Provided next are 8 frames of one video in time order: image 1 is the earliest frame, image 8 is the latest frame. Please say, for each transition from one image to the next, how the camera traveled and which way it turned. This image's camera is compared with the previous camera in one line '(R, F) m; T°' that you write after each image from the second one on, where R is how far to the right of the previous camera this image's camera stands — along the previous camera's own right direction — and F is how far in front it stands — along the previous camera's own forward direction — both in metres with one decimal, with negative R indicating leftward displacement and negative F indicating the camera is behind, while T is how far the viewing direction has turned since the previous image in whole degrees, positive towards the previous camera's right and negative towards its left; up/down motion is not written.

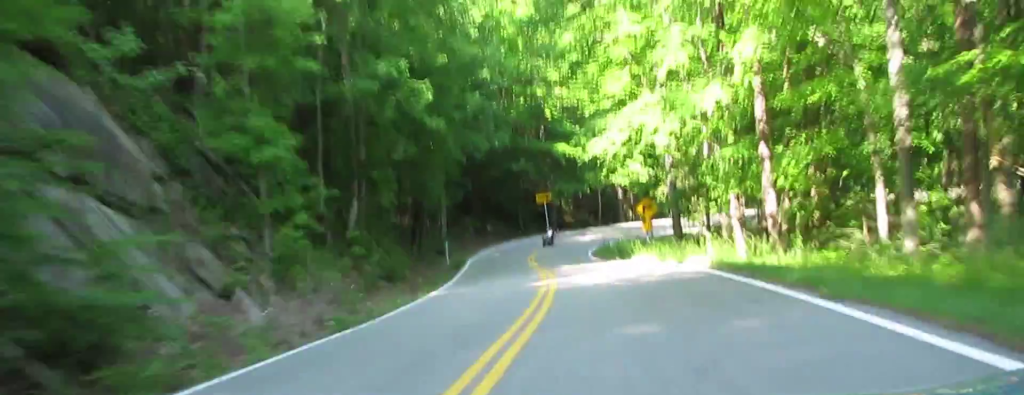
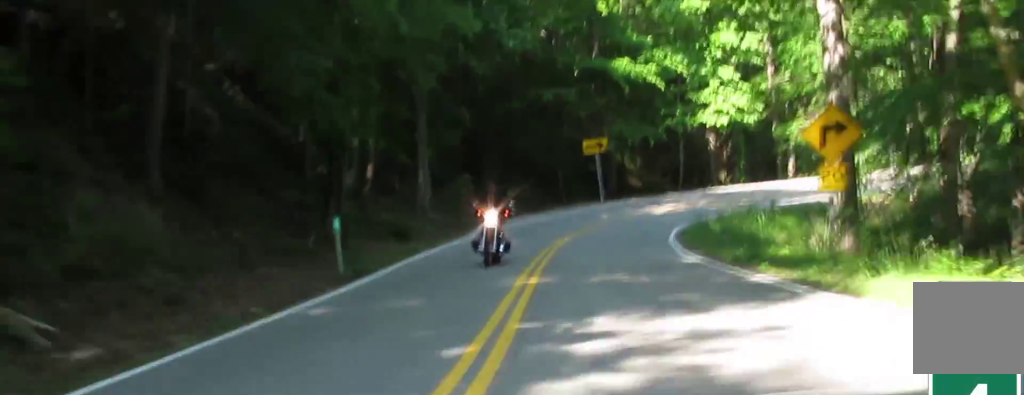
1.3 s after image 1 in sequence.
(+0.2, +27.2) m; +1°
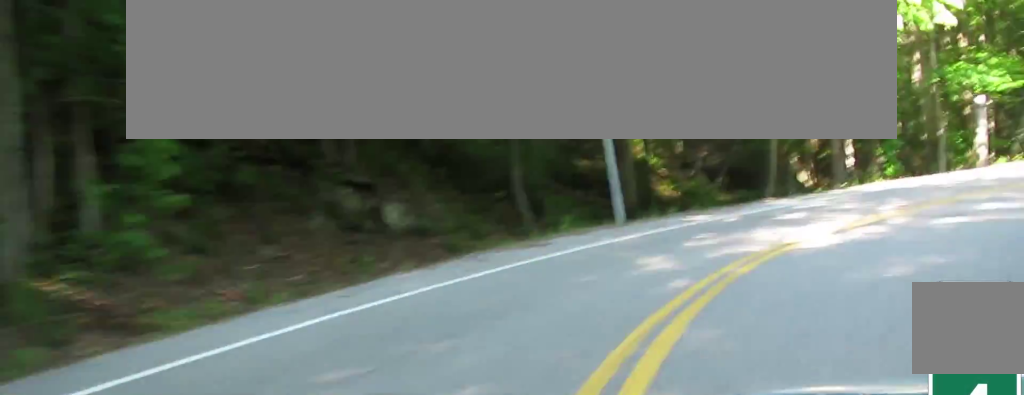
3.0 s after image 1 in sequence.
(+1.1, +32.3) m; +10°
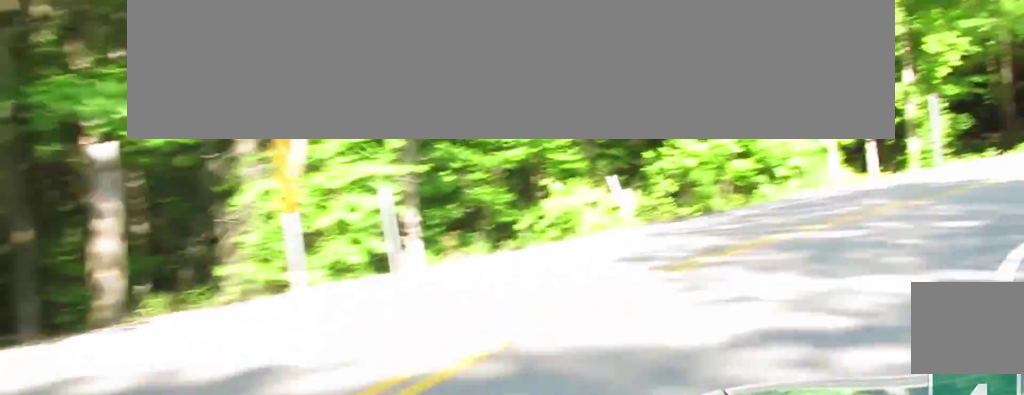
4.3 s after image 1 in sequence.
(+6.6, +18.2) m; +65°
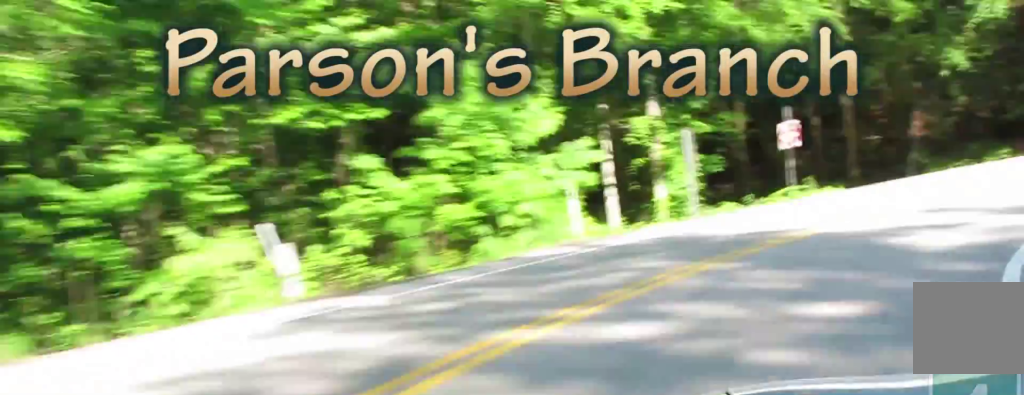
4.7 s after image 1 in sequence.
(+4.7, +8.3) m; +13°
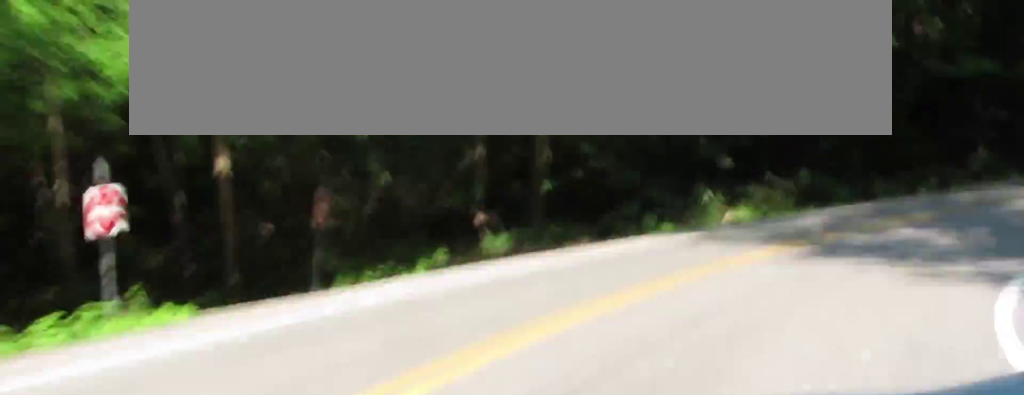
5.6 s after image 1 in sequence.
(+3.2, +17.4) m; +29°
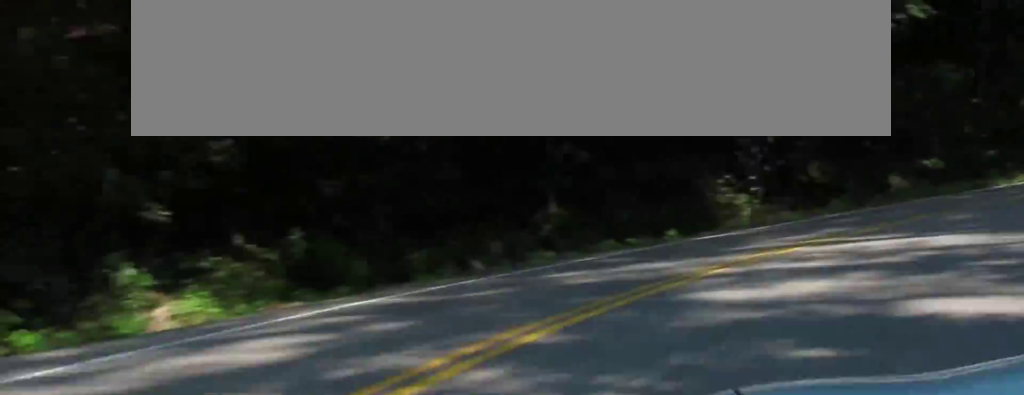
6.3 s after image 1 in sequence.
(-0.5, +11.7) m; +25°
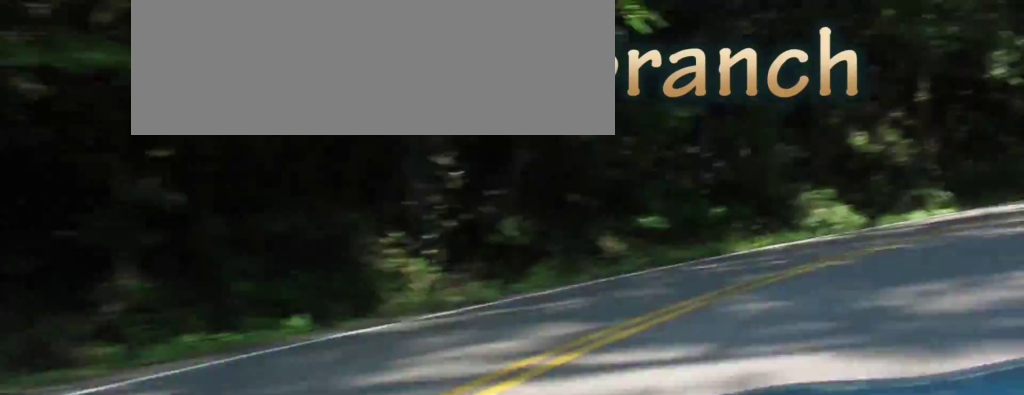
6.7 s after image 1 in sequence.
(+4.7, +8.8) m; +14°
